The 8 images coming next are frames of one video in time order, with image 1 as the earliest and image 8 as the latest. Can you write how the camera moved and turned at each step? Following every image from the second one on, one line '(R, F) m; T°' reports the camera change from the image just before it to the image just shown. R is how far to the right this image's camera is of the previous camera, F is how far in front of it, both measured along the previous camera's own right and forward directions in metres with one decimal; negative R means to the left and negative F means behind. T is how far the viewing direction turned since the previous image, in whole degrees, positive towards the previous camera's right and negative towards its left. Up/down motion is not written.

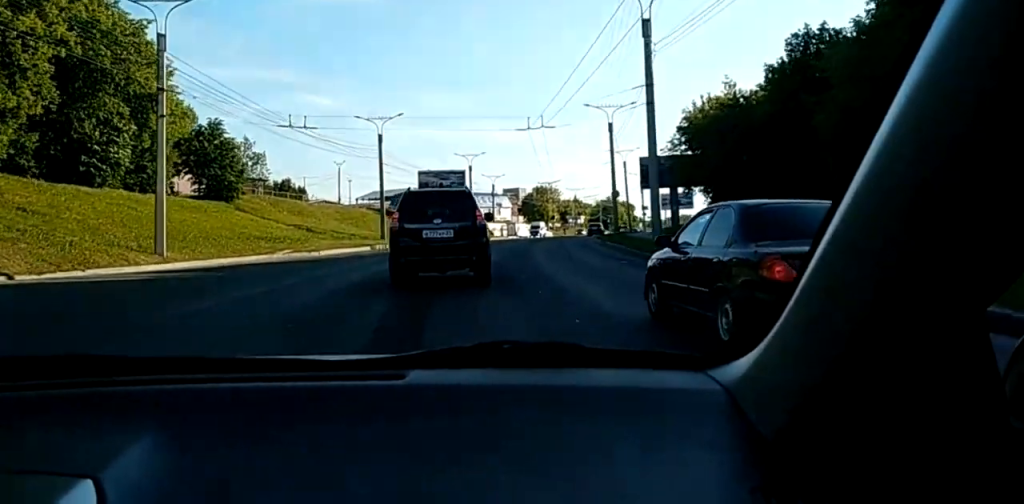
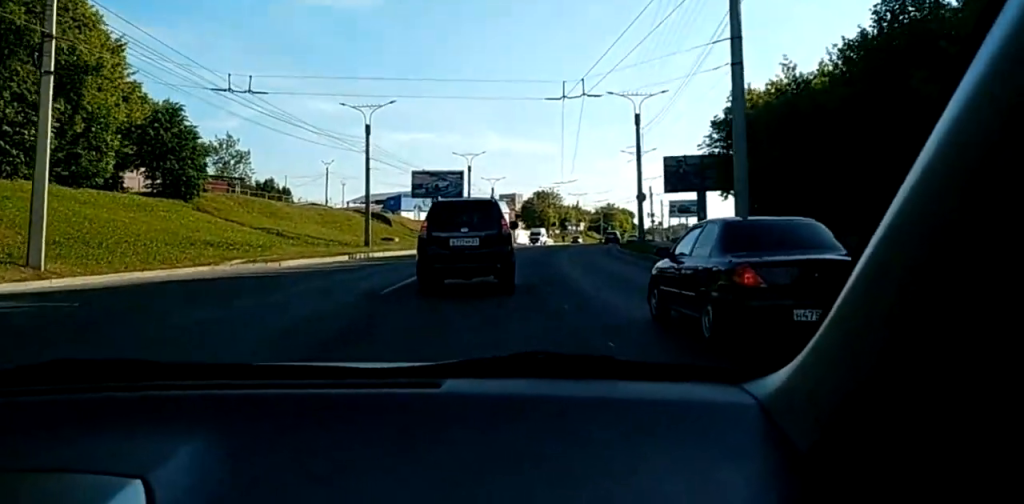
(+0.3, +9.8) m; +1°
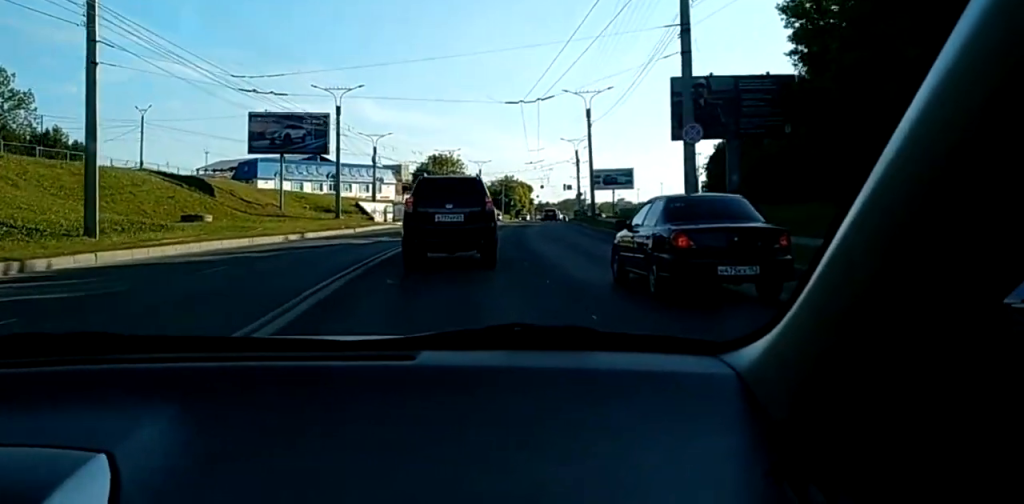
(+2.2, +29.7) m; +11°
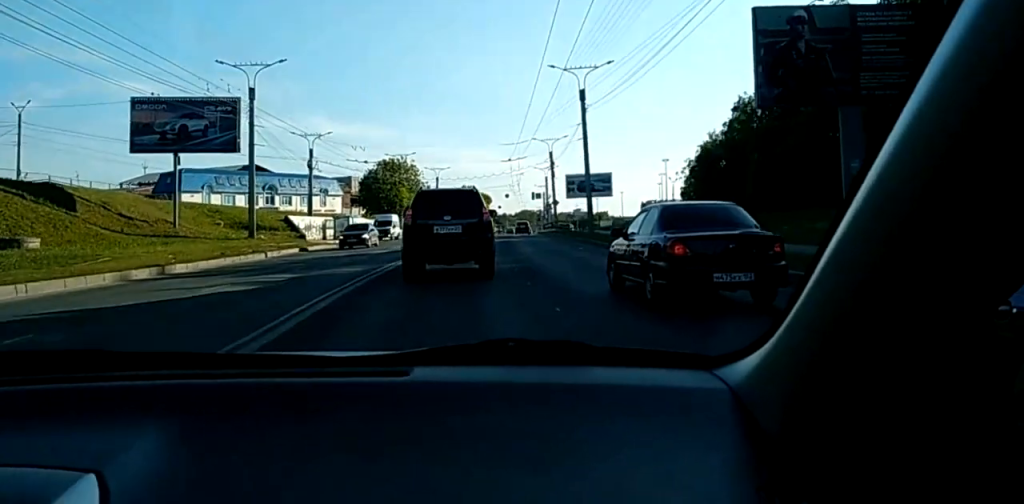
(+0.6, +15.3) m; +4°
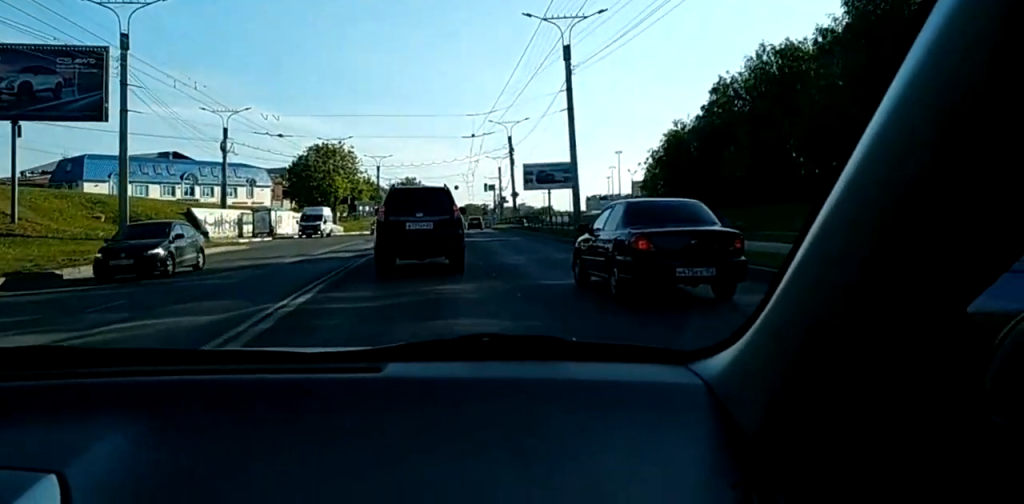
(+0.2, +11.7) m; +3°
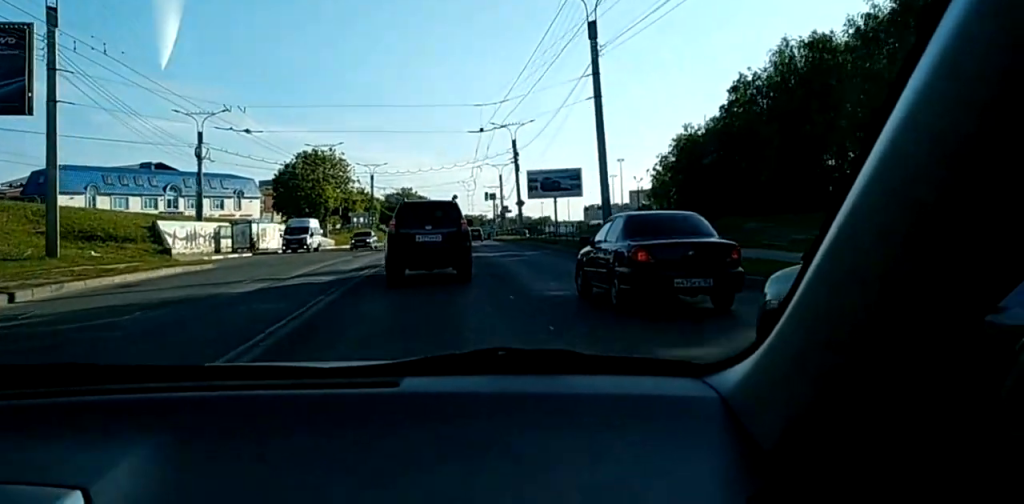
(+0.1, +7.1) m; +3°
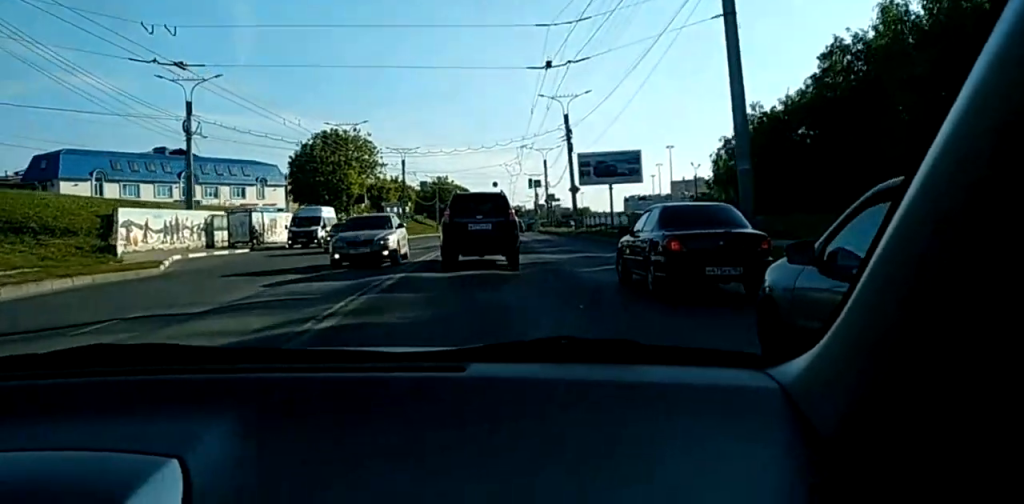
(+0.4, +12.1) m; +3°
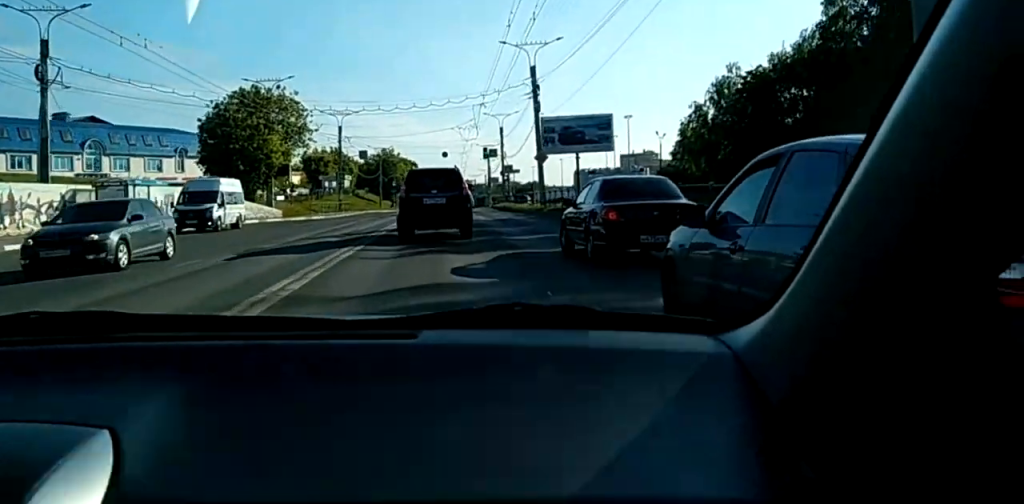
(+0.2, +10.2) m; +3°
